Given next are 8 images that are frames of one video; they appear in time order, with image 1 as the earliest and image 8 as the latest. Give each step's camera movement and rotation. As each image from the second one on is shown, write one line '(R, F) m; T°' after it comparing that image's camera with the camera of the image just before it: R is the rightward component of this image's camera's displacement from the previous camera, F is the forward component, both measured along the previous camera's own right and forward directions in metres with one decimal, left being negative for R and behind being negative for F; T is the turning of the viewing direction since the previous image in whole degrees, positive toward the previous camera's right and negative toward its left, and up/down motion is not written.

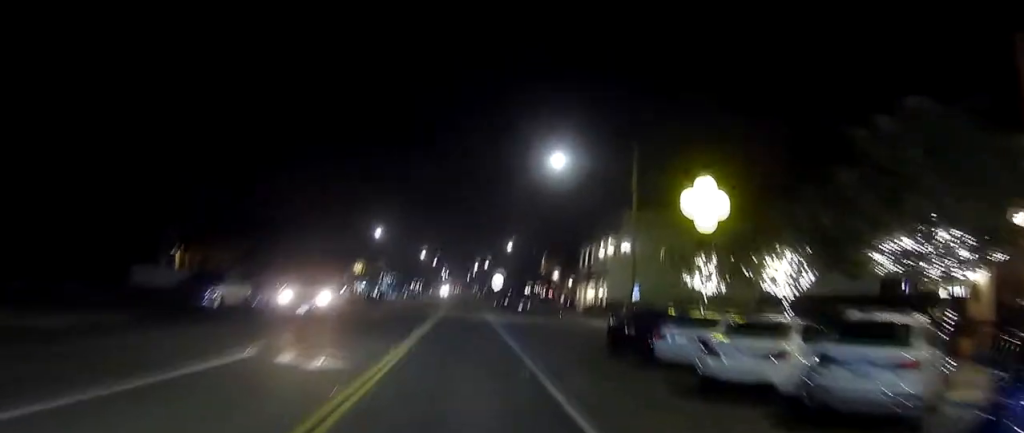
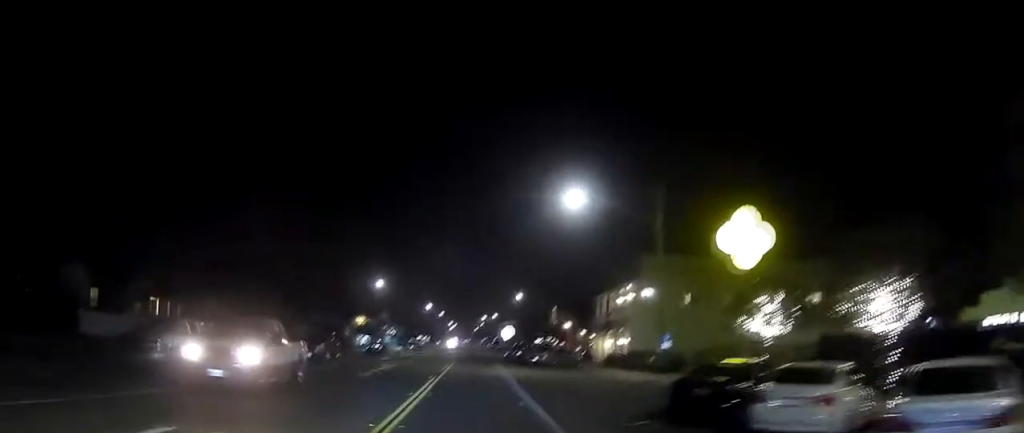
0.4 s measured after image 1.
(-0.1, +5.3) m; -1°
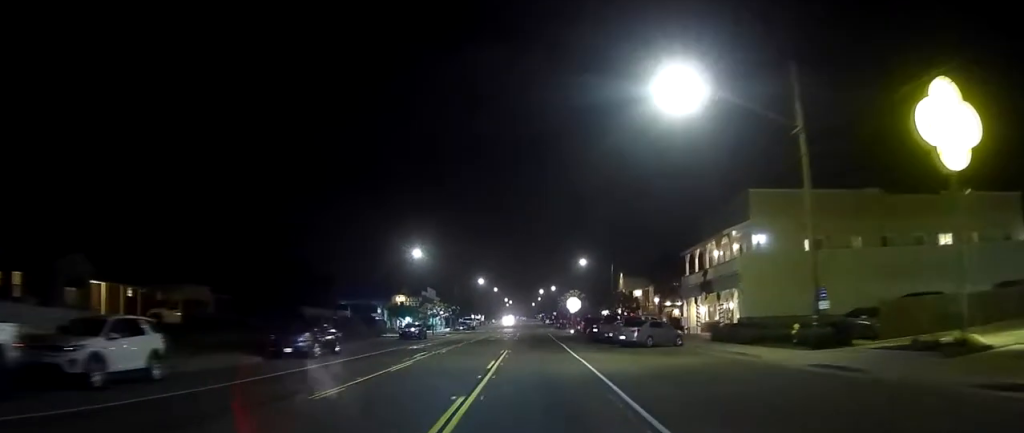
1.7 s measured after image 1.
(0.0, +14.7) m; 0°
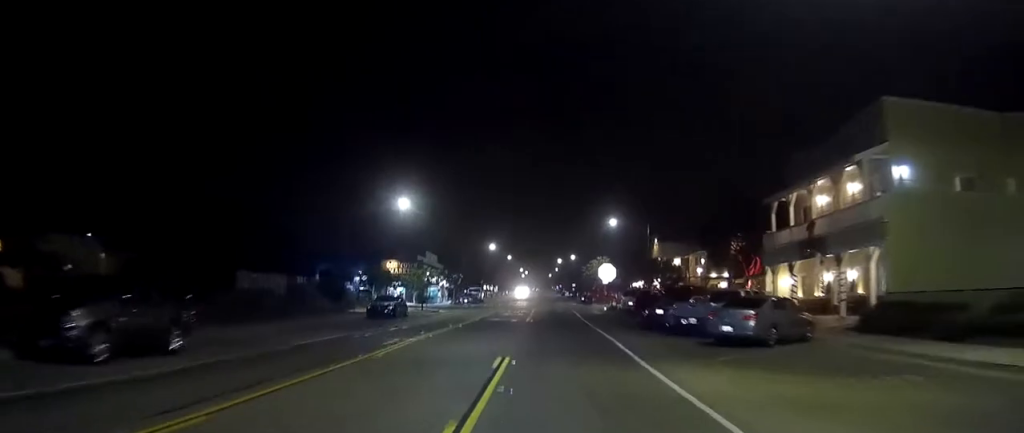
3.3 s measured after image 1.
(+0.2, +16.9) m; +1°
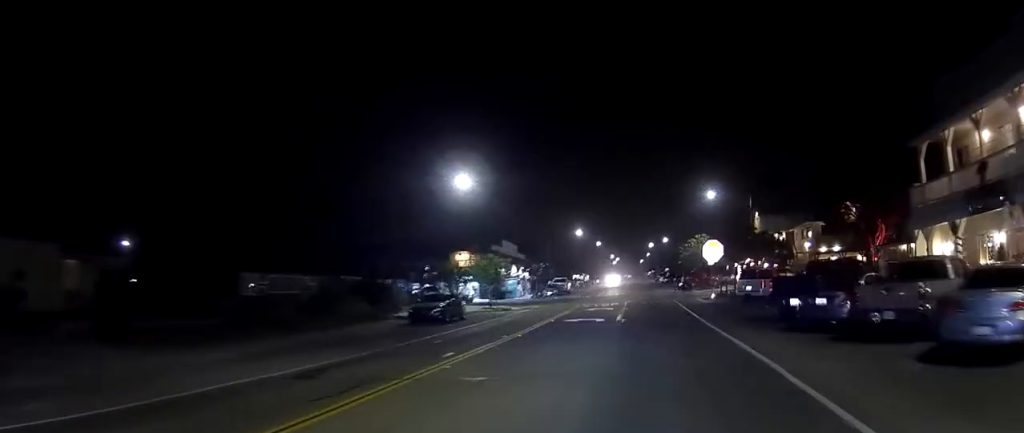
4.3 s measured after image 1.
(-0.1, +9.9) m; -1°
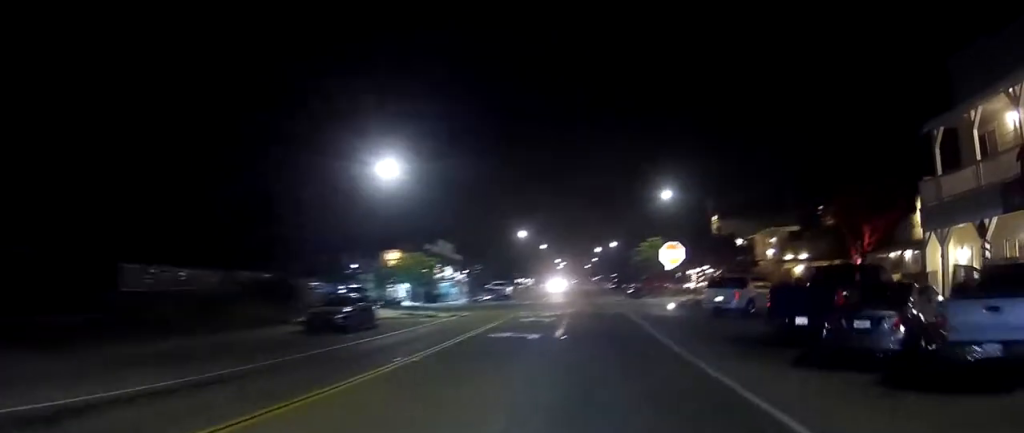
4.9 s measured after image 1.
(-0.1, +5.7) m; 0°
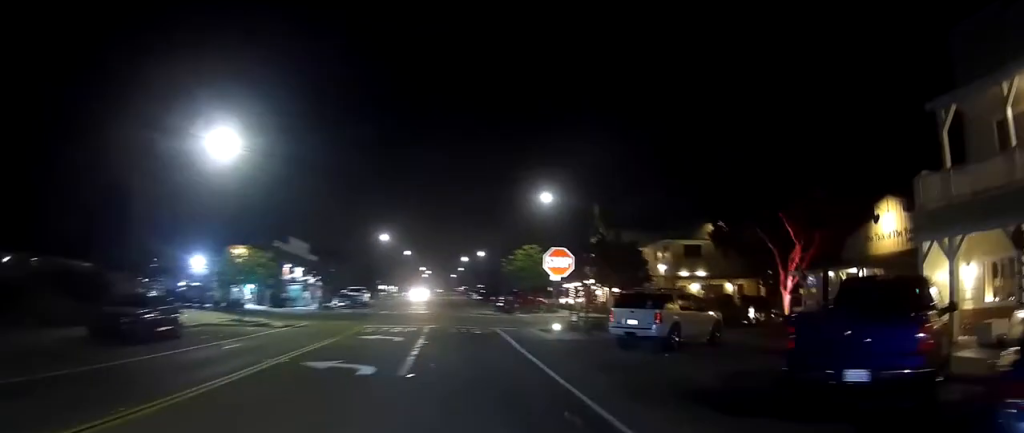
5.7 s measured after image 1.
(0.0, +7.3) m; +1°
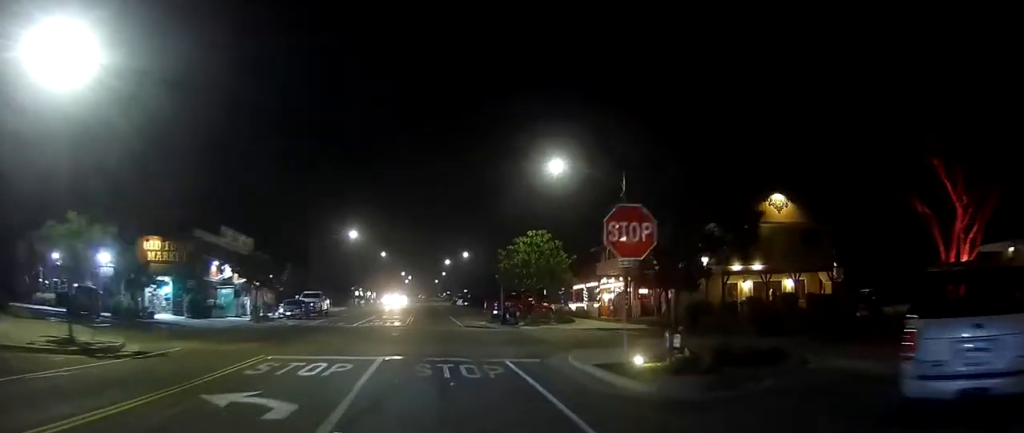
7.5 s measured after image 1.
(+0.4, +14.2) m; -2°
